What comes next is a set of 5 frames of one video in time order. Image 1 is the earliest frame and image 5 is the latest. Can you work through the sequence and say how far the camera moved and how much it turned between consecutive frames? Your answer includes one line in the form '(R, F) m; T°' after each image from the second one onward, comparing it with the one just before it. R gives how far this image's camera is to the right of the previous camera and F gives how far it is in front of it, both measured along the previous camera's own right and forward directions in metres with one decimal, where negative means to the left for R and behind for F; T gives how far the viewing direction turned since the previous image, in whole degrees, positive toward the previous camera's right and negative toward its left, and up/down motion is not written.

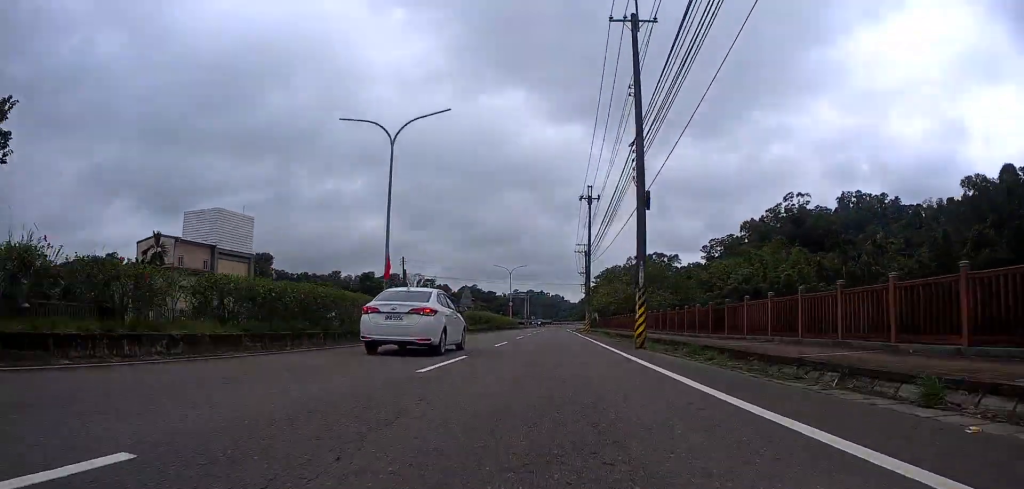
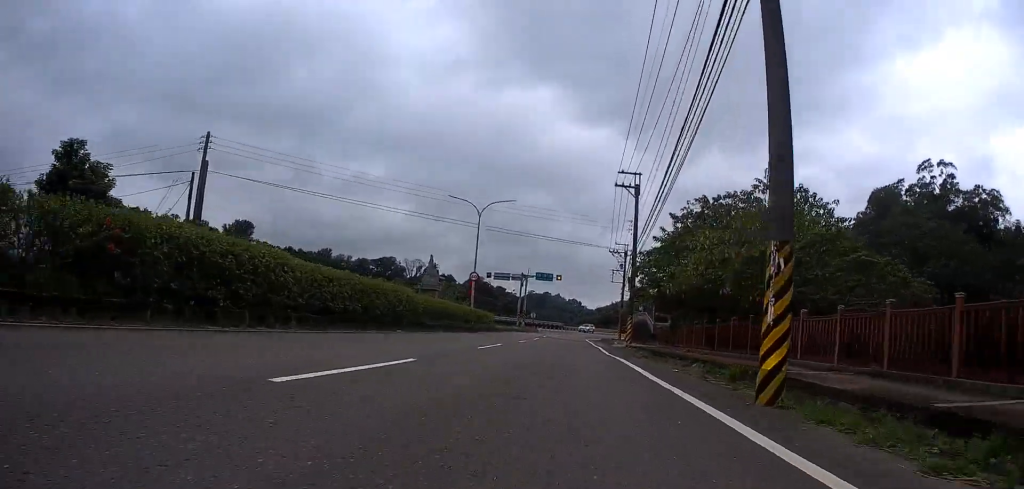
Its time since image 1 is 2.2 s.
(+0.4, +41.5) m; +1°
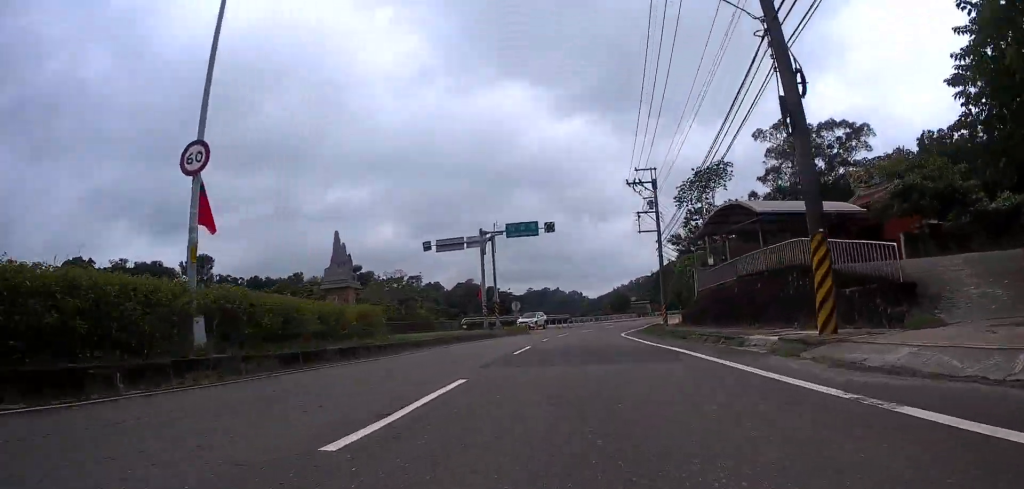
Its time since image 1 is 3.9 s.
(0.0, +26.3) m; 0°
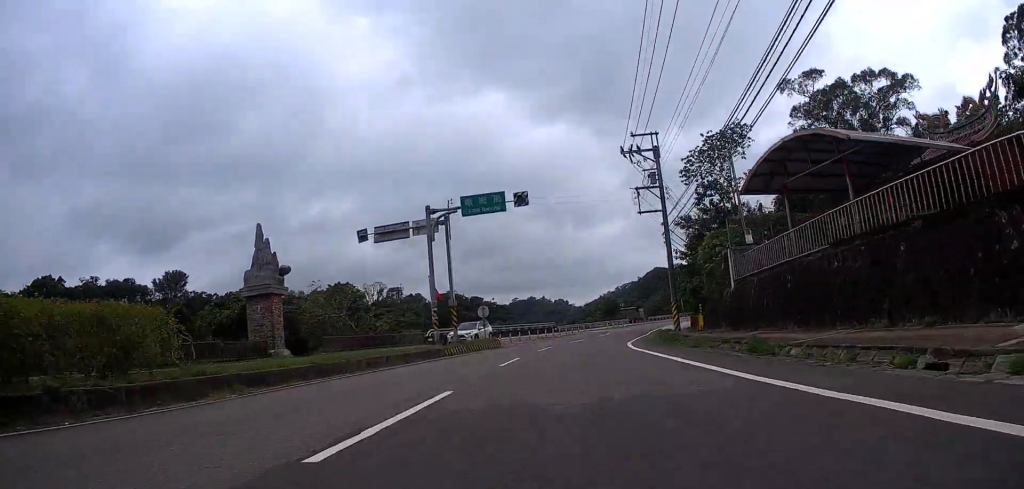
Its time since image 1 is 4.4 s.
(0.0, +9.3) m; 0°
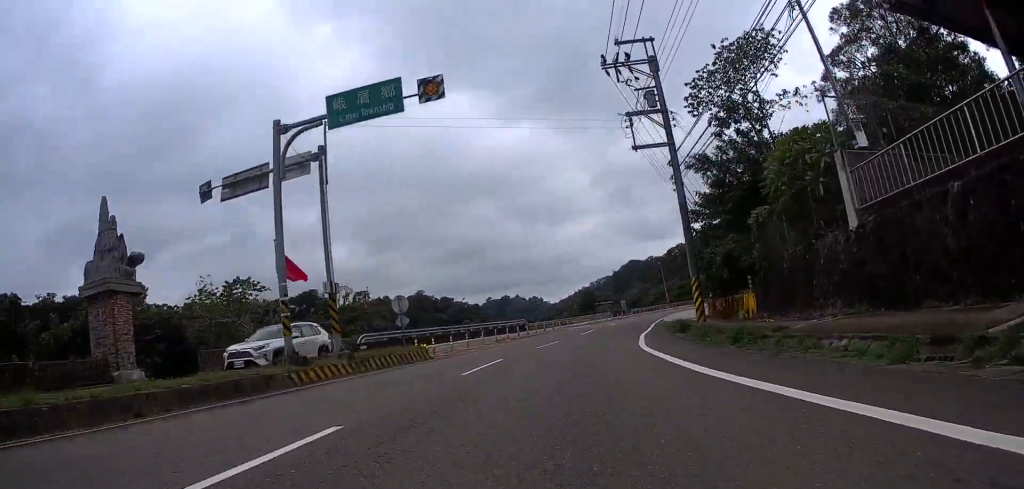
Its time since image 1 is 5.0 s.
(+0.1, +12.0) m; +4°
